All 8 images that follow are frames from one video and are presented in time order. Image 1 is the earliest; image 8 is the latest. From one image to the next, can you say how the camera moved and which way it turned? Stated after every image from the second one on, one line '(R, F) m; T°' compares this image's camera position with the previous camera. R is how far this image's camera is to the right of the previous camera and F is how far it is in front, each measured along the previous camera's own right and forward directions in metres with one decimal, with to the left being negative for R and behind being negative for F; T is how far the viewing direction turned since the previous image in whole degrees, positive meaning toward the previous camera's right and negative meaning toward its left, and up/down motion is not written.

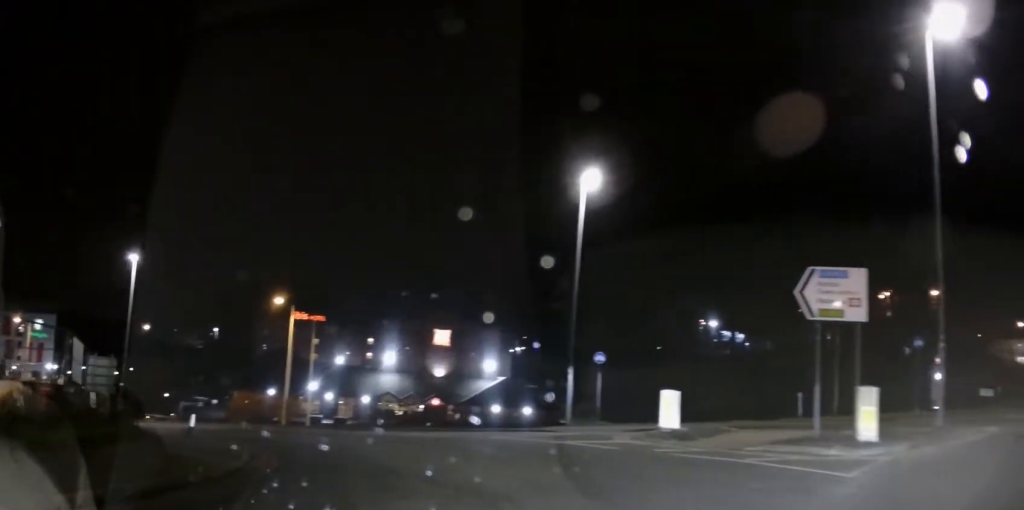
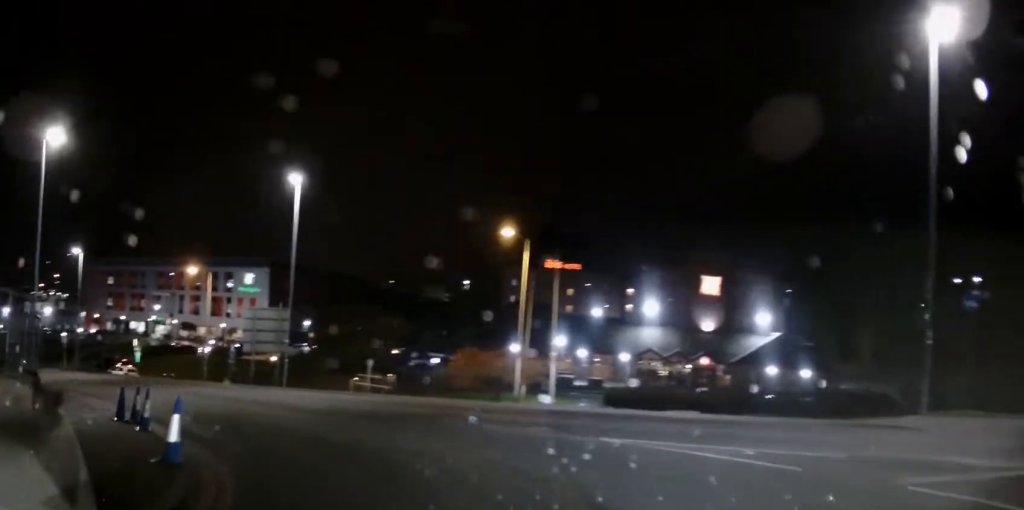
(-2.2, +11.6) m; -28°
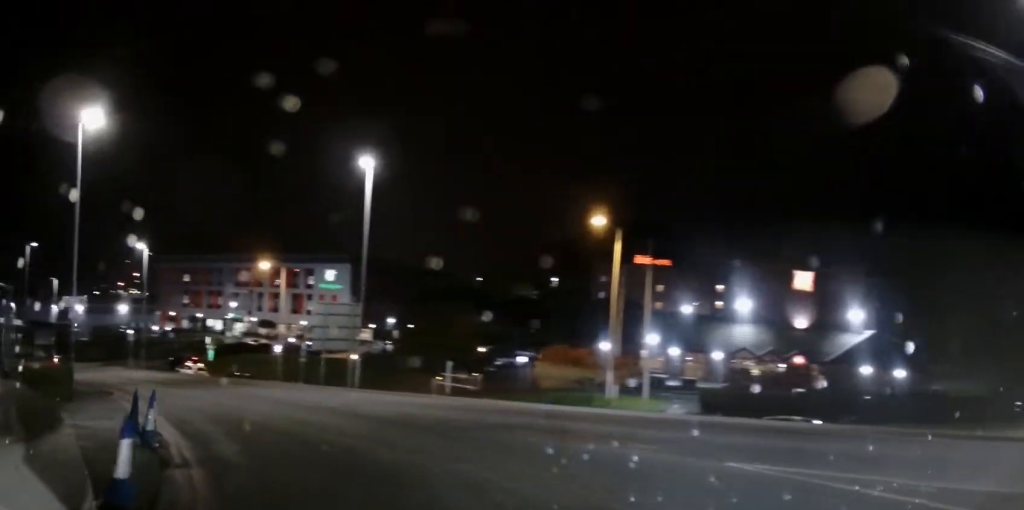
(-0.2, +3.0) m; -9°
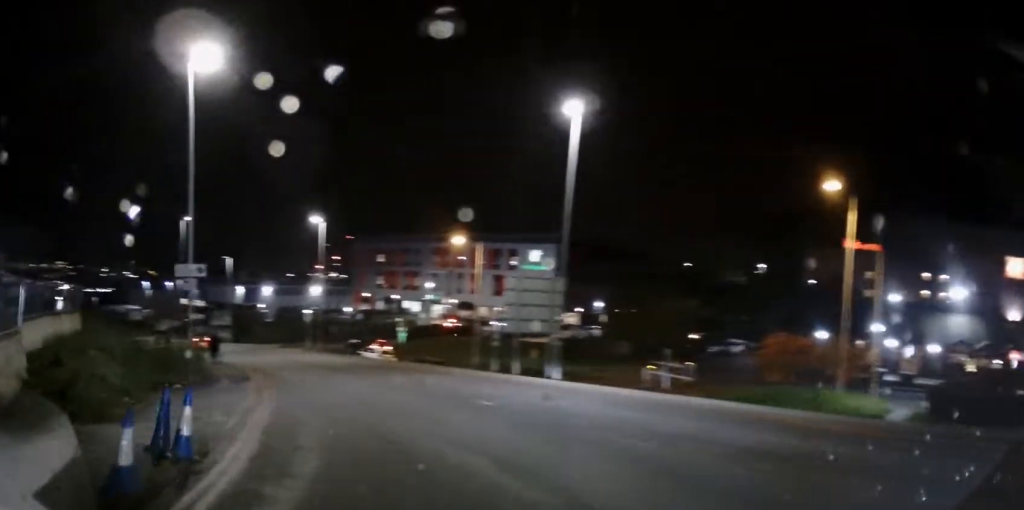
(-0.7, +5.2) m; -12°
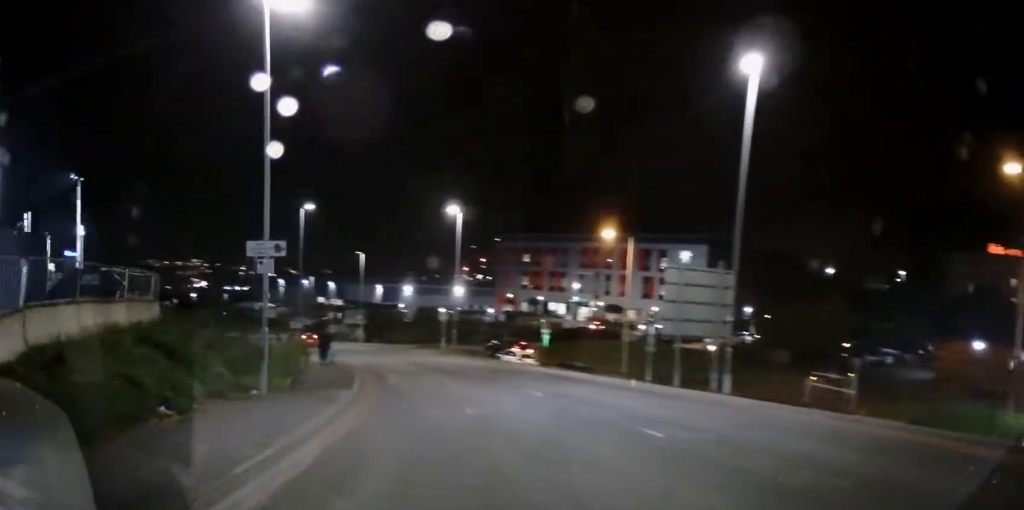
(-0.3, +4.5) m; -8°
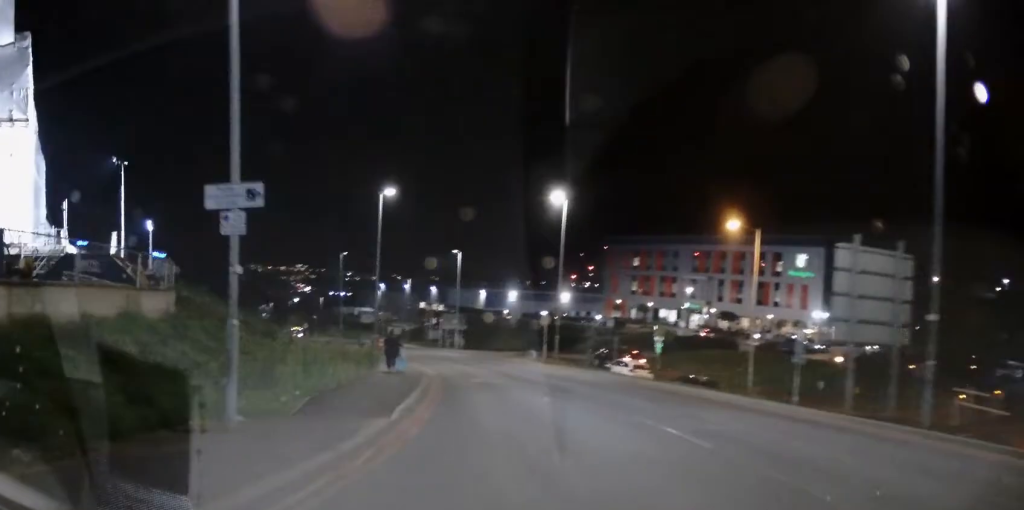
(-0.4, +6.9) m; -7°
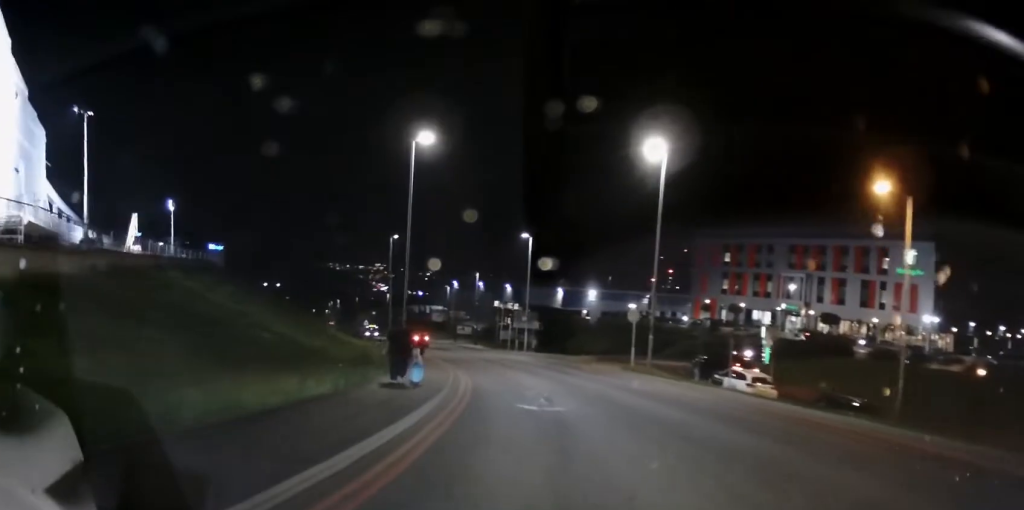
(-0.9, +11.0) m; -6°
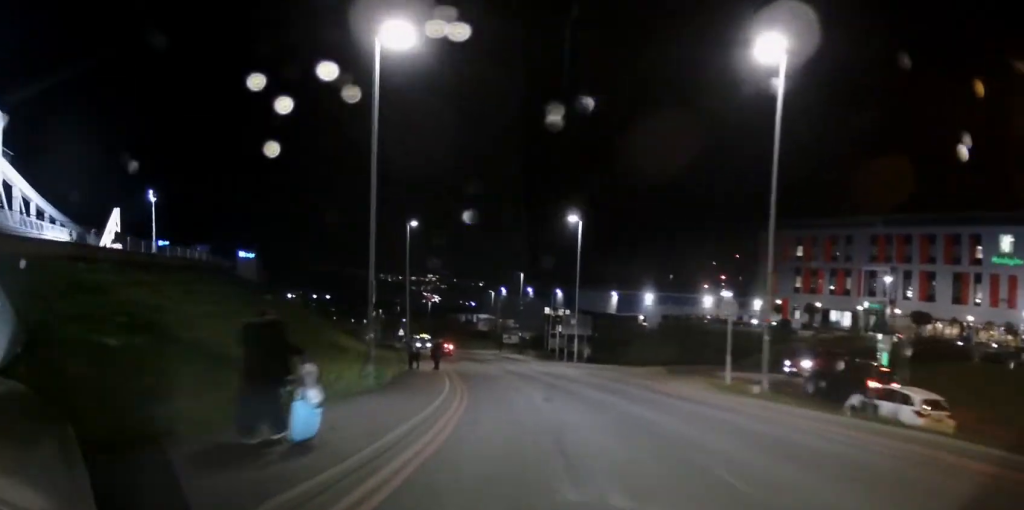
(-0.1, +11.8) m; -6°
